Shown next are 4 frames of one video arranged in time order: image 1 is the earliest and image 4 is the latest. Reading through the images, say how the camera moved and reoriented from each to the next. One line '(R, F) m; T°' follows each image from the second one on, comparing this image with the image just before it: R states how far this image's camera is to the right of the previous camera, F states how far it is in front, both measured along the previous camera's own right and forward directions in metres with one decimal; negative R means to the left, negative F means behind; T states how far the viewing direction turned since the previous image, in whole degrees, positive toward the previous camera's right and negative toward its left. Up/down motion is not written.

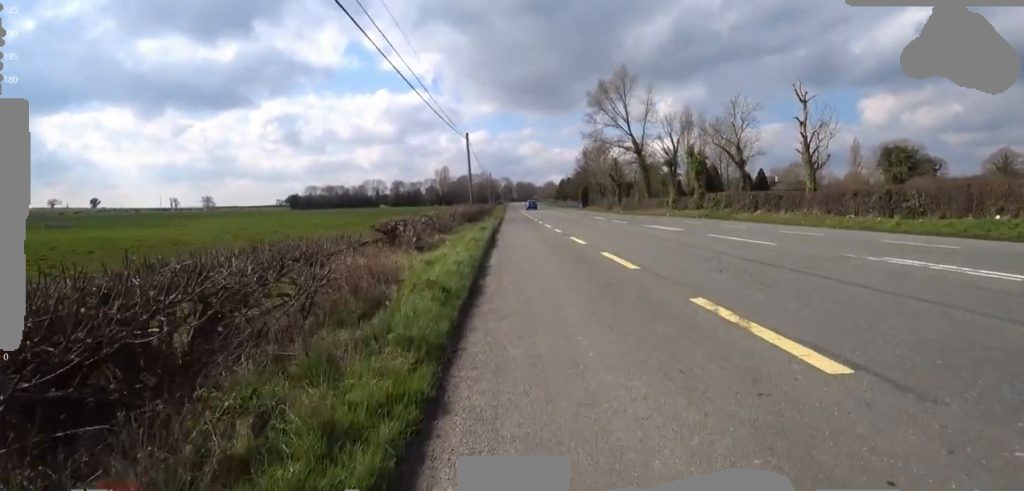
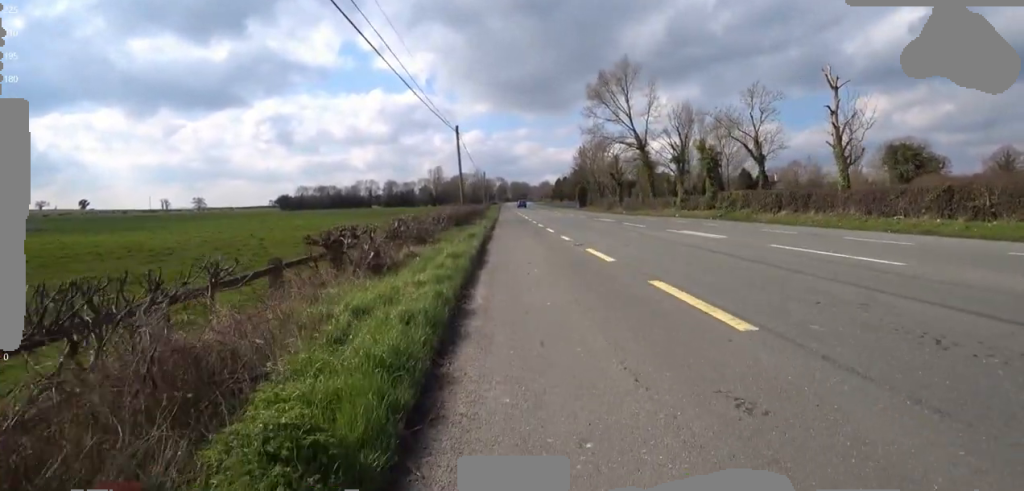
(0.0, +3.2) m; 0°
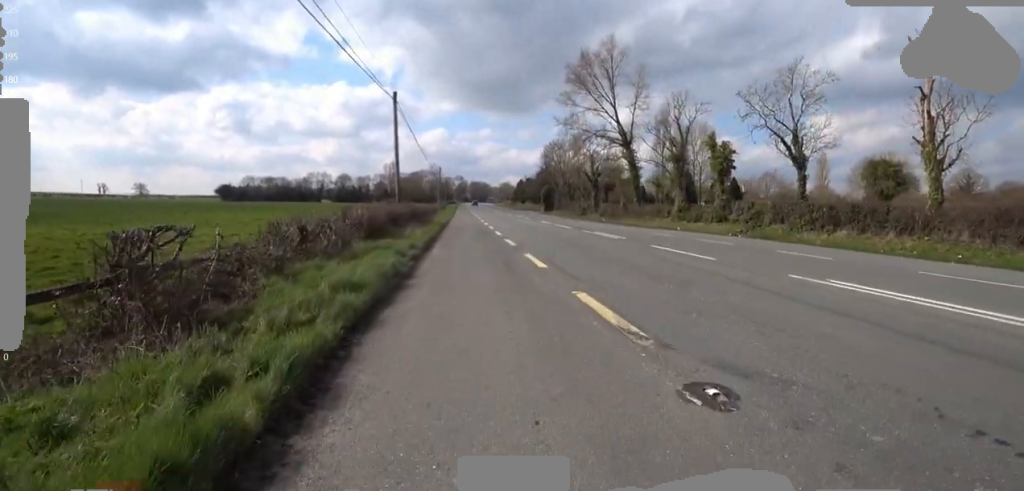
(0.0, +8.1) m; 0°
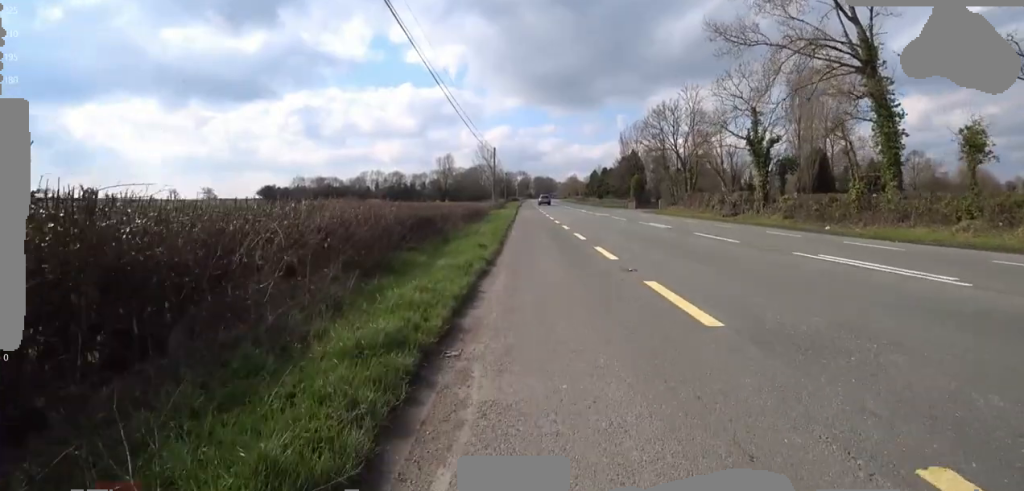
(-3.4, +20.4) m; -2°
